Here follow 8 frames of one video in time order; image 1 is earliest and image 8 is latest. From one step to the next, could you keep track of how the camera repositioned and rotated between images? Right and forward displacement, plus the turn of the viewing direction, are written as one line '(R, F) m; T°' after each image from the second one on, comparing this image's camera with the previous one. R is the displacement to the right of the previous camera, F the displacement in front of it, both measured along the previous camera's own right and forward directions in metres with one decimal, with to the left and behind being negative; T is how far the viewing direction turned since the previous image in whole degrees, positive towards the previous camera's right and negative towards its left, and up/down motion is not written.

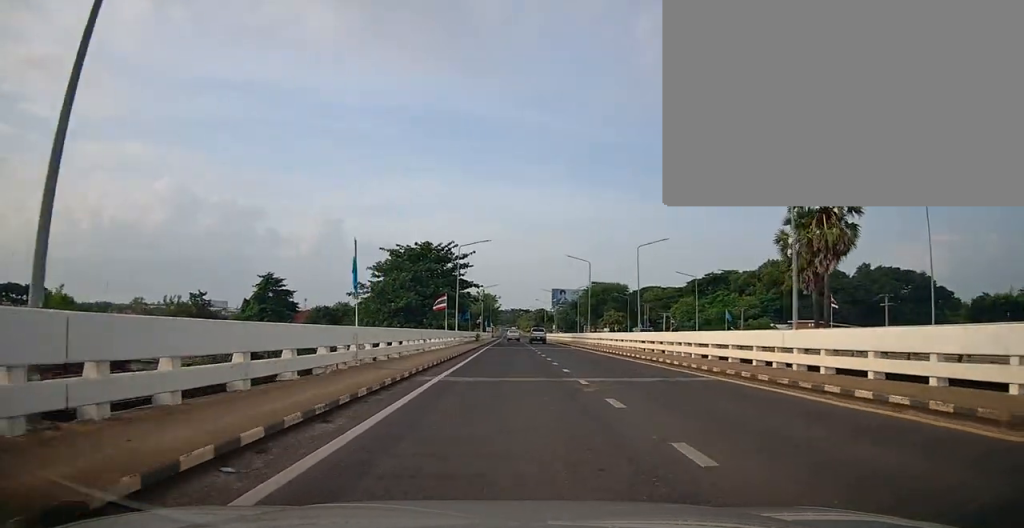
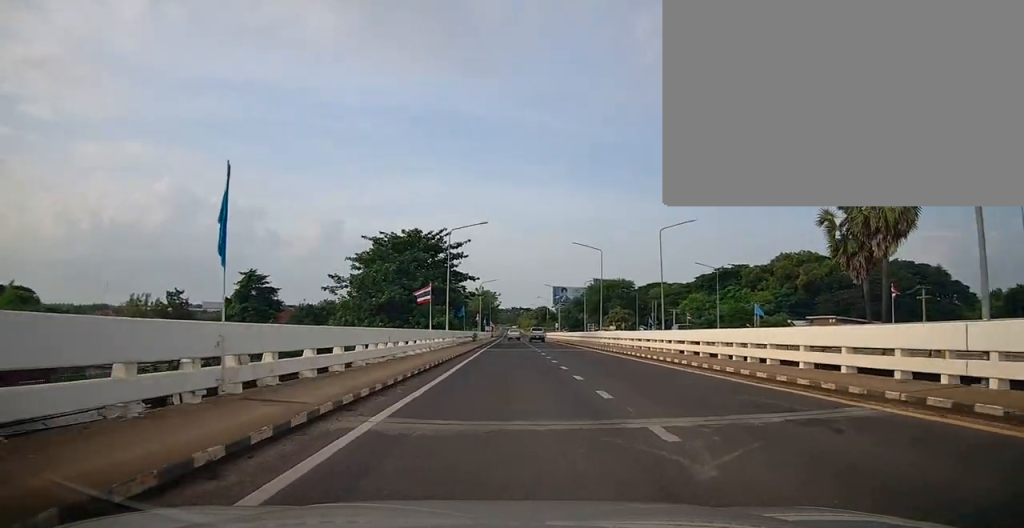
(-0.3, +7.0) m; 0°
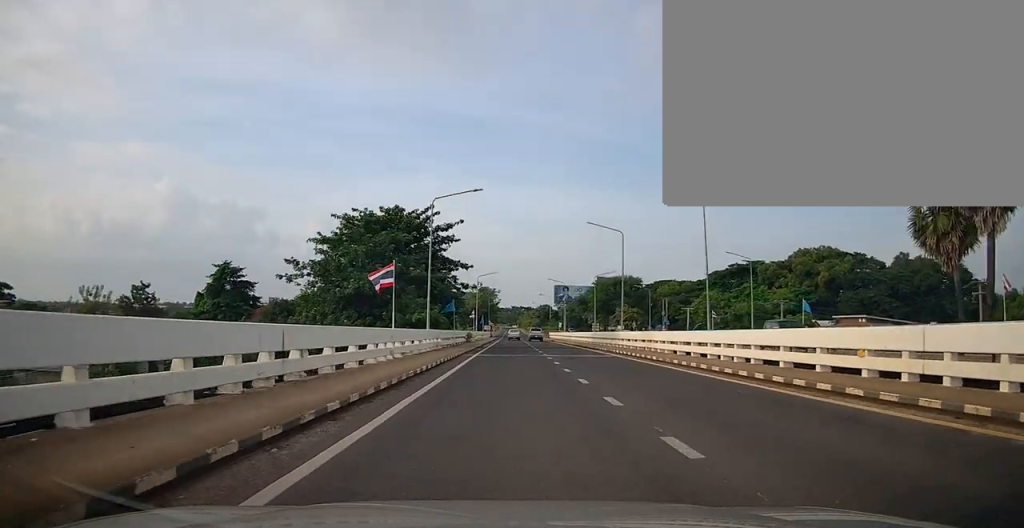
(+0.4, +9.0) m; 0°
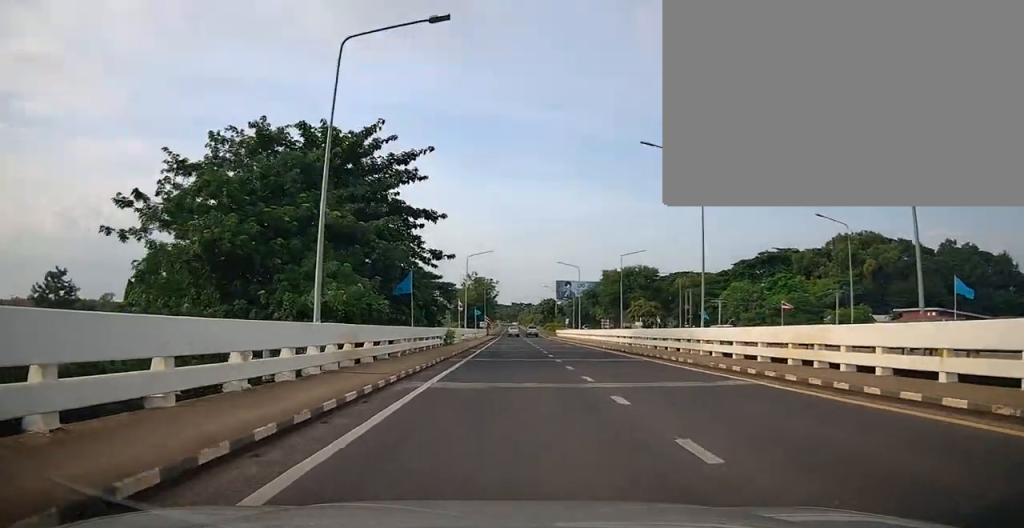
(-0.1, +16.7) m; -2°
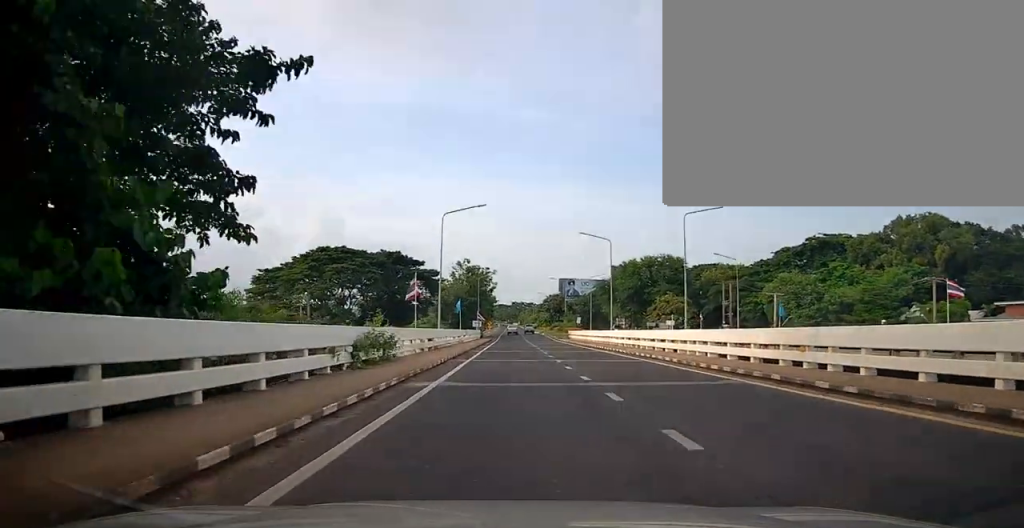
(-0.4, +19.5) m; +1°
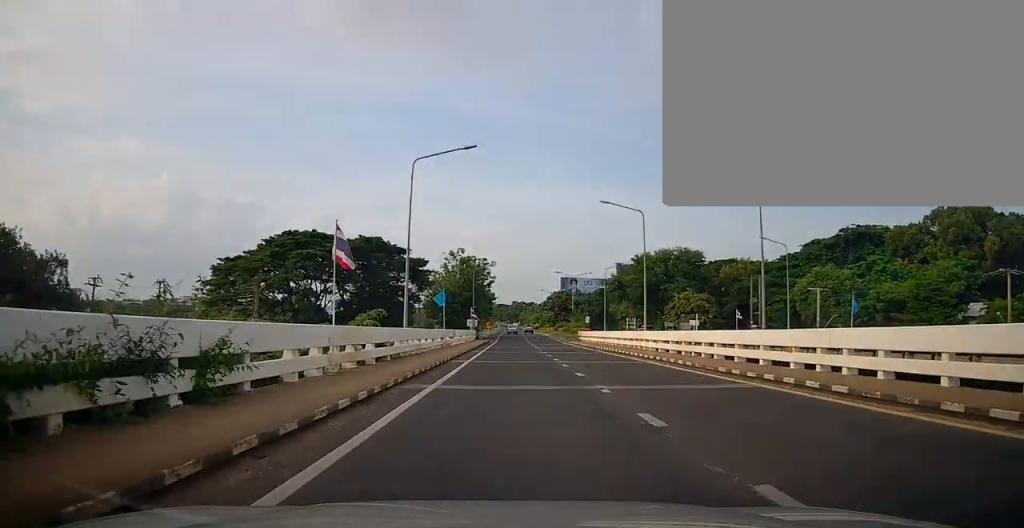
(+0.3, +10.7) m; +1°
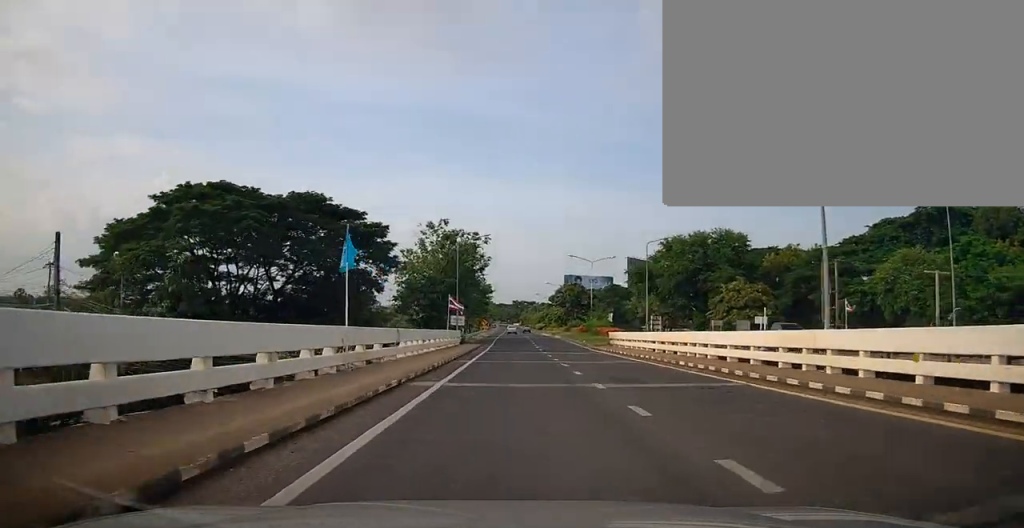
(0.0, +19.4) m; -2°
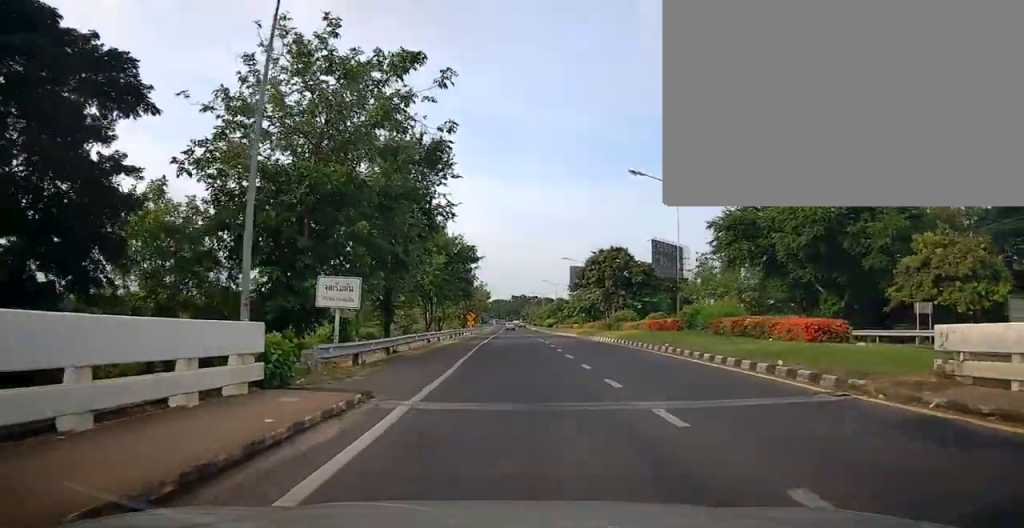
(-0.7, +34.6) m; +1°
